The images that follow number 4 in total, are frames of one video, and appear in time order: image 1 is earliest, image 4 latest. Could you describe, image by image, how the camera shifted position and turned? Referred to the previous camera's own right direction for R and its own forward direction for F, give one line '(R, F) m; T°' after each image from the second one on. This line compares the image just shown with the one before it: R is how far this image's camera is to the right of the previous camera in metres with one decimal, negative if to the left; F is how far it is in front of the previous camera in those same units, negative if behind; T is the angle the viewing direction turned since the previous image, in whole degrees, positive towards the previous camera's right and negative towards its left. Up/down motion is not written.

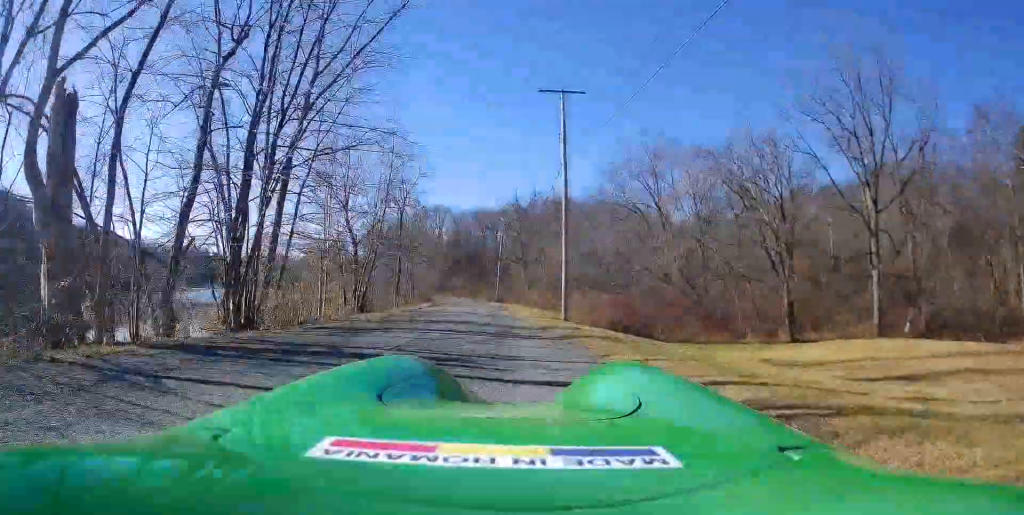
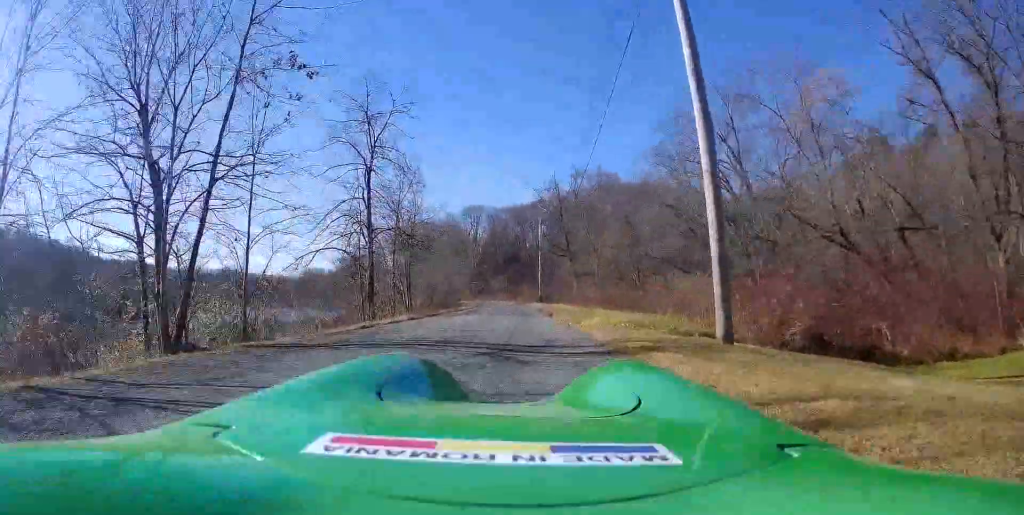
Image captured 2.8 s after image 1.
(-1.3, +20.2) m; -2°
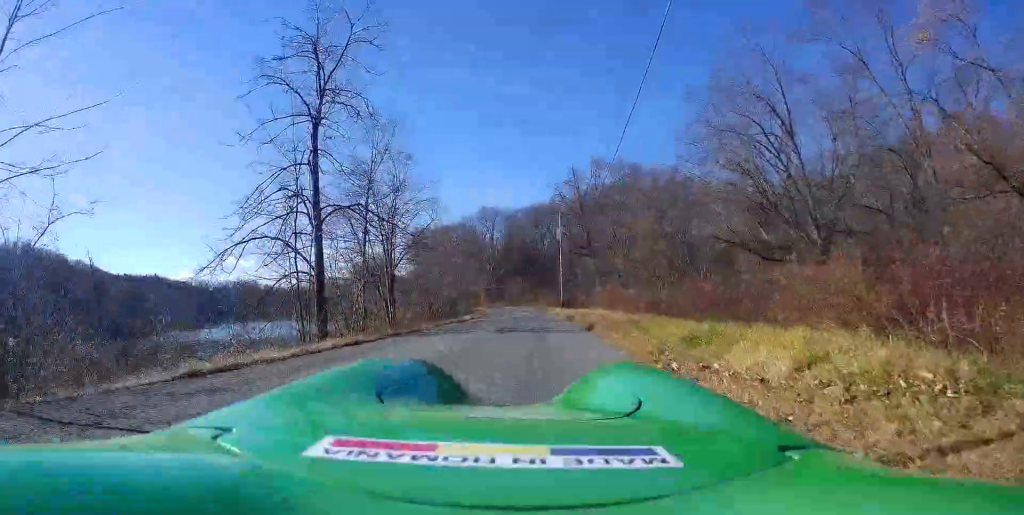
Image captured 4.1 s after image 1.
(+0.5, +10.6) m; -2°
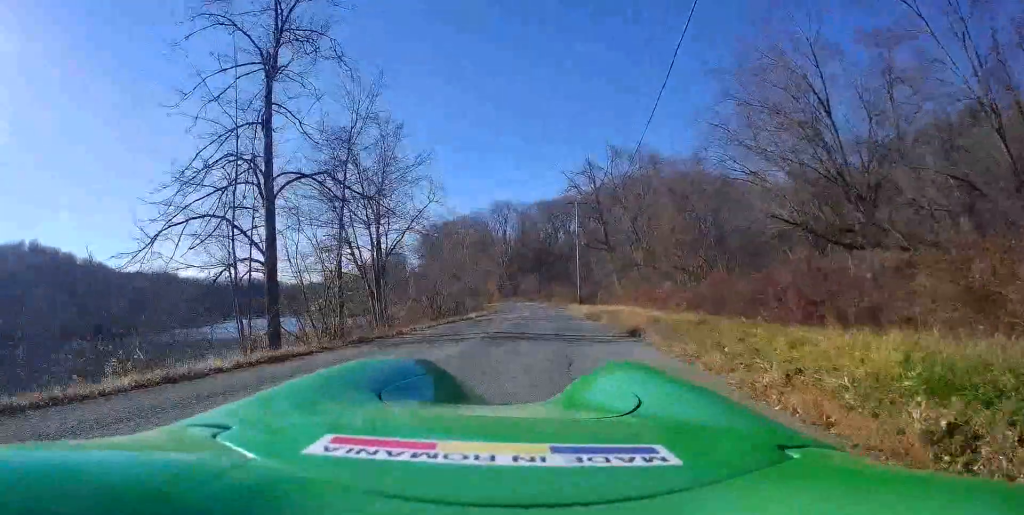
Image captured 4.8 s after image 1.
(-0.5, +5.7) m; -4°
